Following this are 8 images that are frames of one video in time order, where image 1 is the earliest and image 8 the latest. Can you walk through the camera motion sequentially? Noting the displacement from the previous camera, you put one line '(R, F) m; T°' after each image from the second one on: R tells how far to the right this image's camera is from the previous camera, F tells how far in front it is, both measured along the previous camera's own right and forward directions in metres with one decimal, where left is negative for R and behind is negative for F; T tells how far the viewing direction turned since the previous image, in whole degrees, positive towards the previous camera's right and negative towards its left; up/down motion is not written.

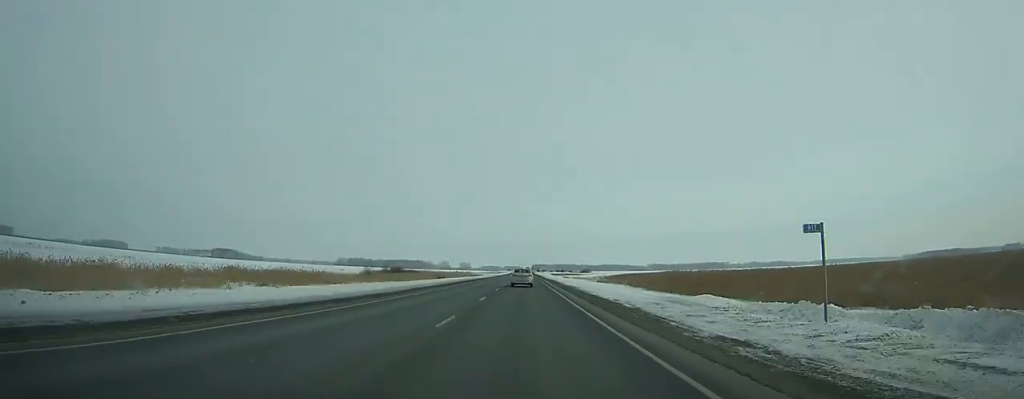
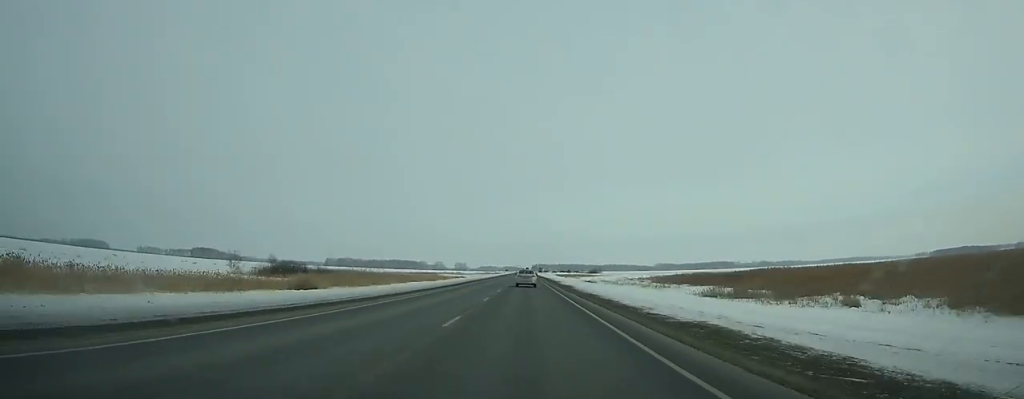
(+0.3, +84.2) m; 0°
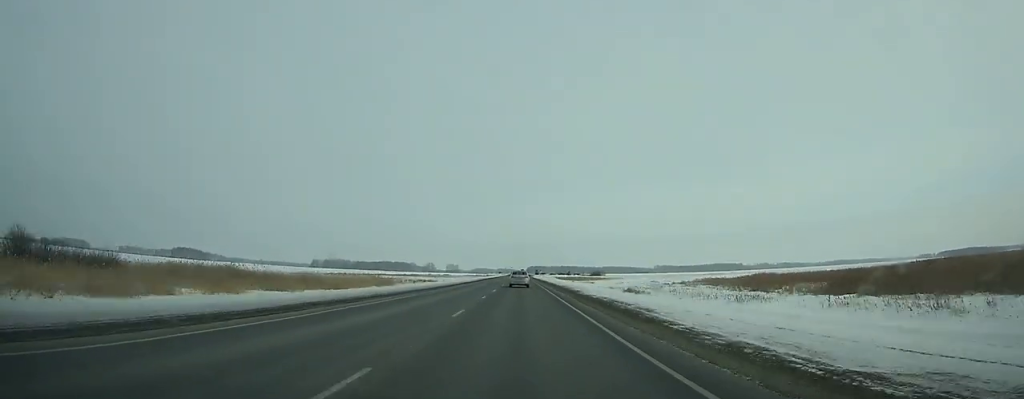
(+0.2, +56.4) m; 0°
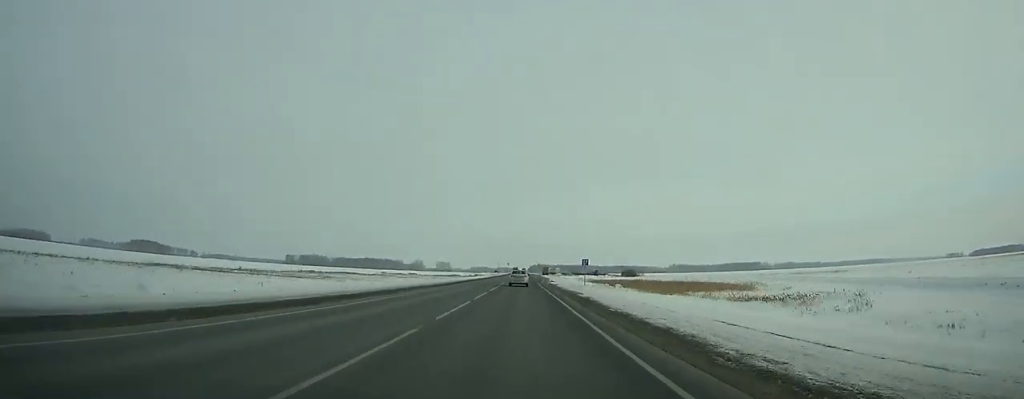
(-0.7, +154.2) m; 0°
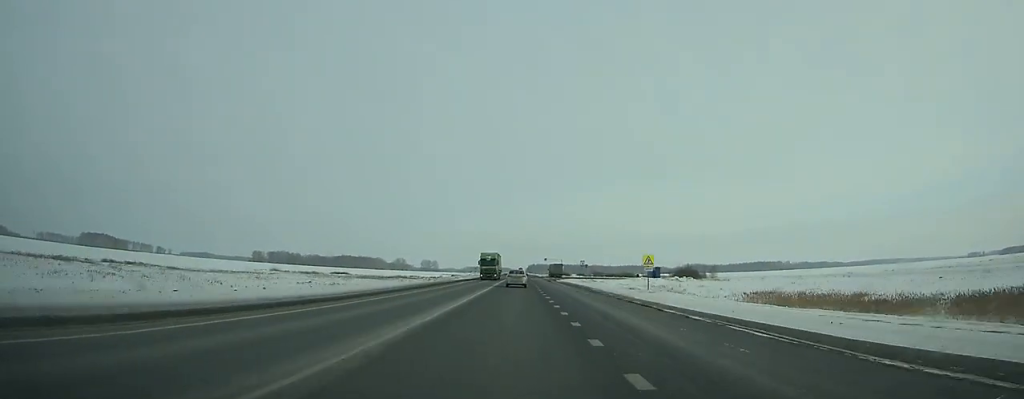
(+0.1, +130.7) m; 0°
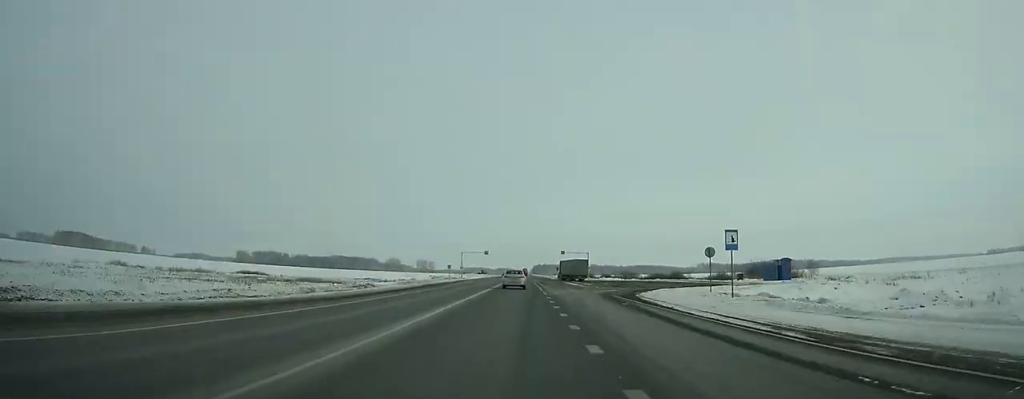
(-0.2, +72.7) m; 0°
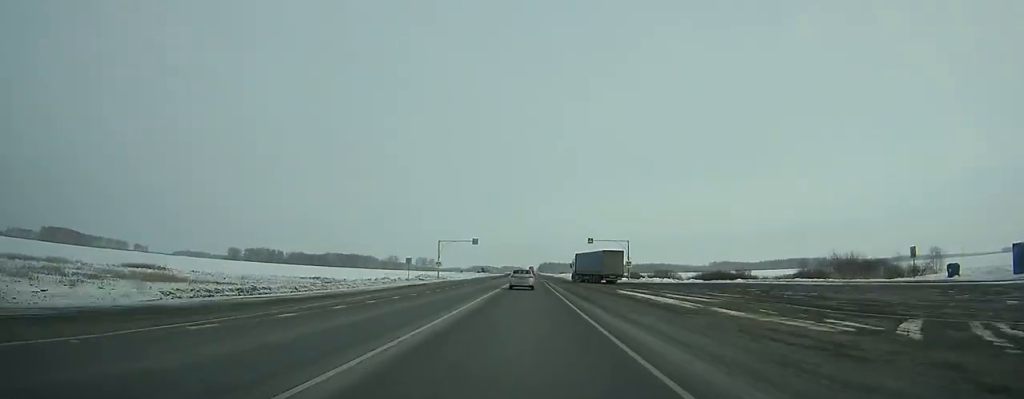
(-0.1, +43.3) m; 0°
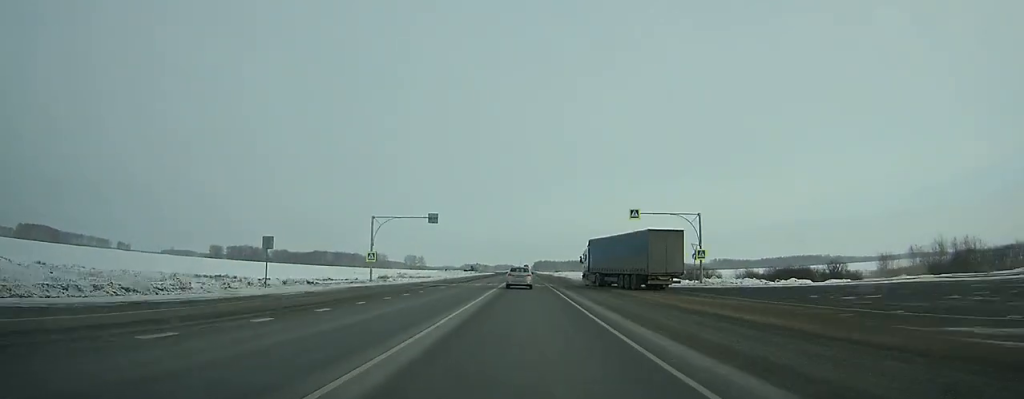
(+0.1, +37.1) m; 0°
